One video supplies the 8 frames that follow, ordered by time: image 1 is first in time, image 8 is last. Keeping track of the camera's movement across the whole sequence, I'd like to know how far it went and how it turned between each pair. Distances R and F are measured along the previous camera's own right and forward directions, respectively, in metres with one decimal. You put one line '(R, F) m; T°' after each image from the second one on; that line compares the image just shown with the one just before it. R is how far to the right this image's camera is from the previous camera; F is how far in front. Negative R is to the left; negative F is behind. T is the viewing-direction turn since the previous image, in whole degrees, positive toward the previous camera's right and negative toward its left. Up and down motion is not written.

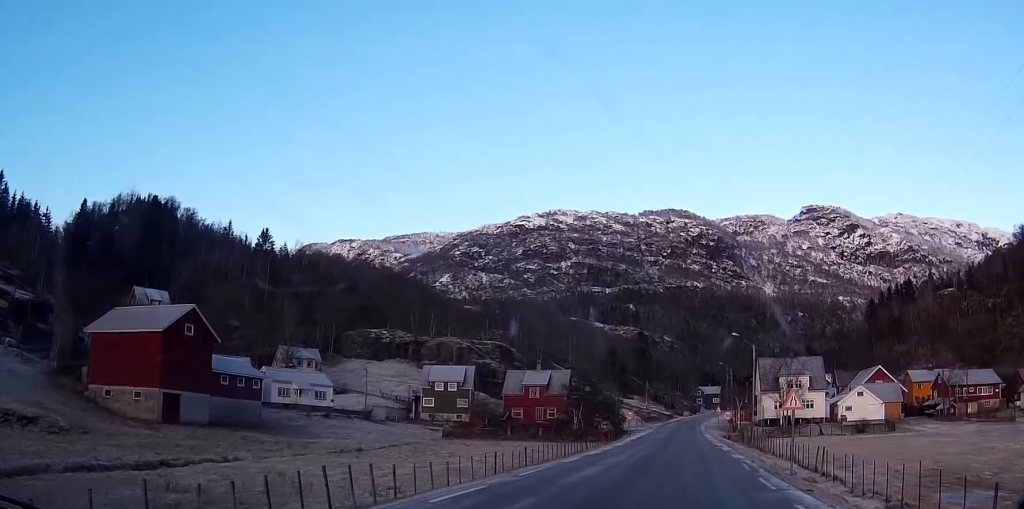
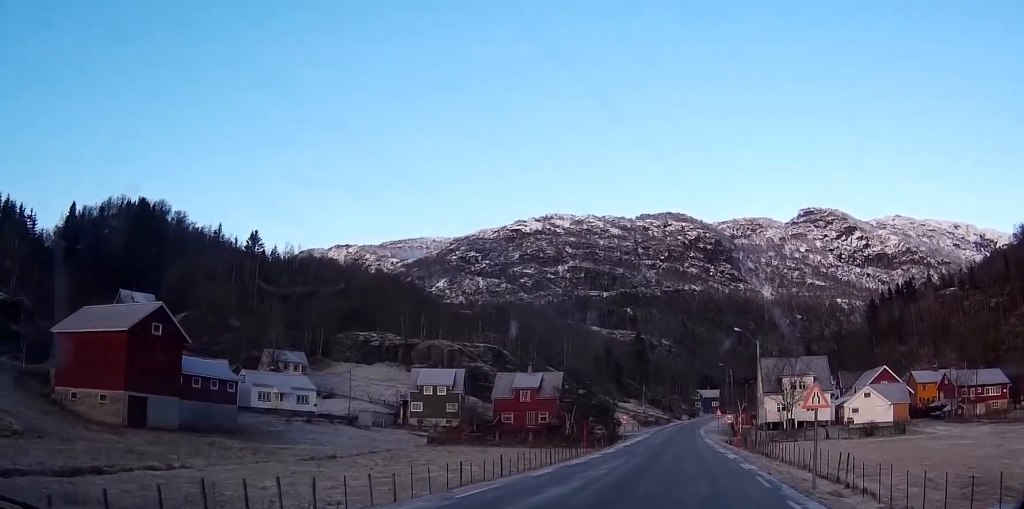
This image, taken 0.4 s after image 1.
(0.0, +4.9) m; 0°
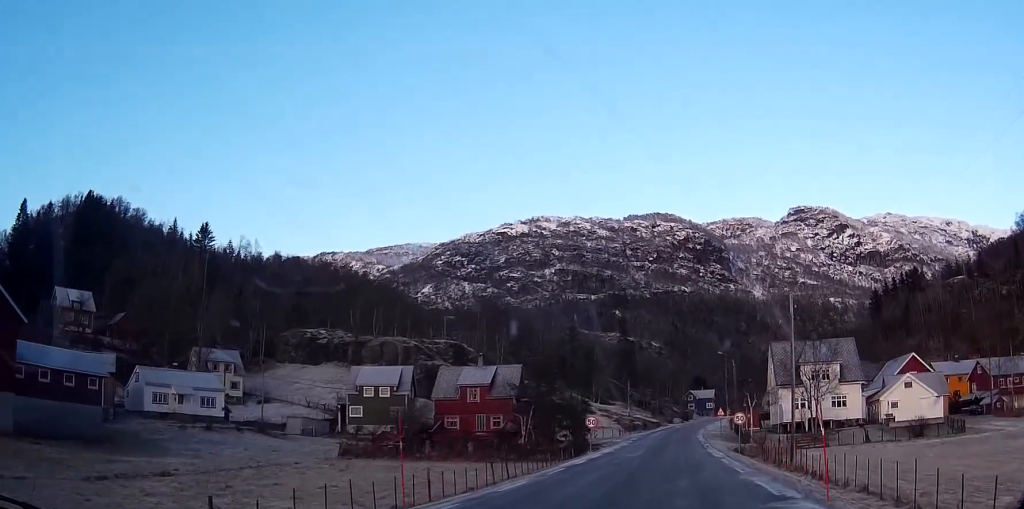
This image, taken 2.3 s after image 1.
(-0.1, +21.2) m; -1°
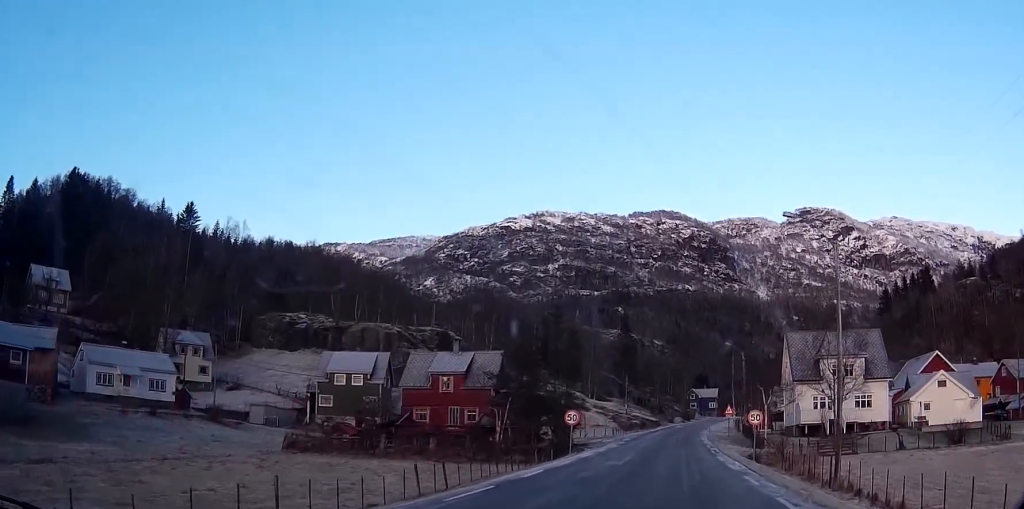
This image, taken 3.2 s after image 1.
(-0.1, +9.8) m; -1°
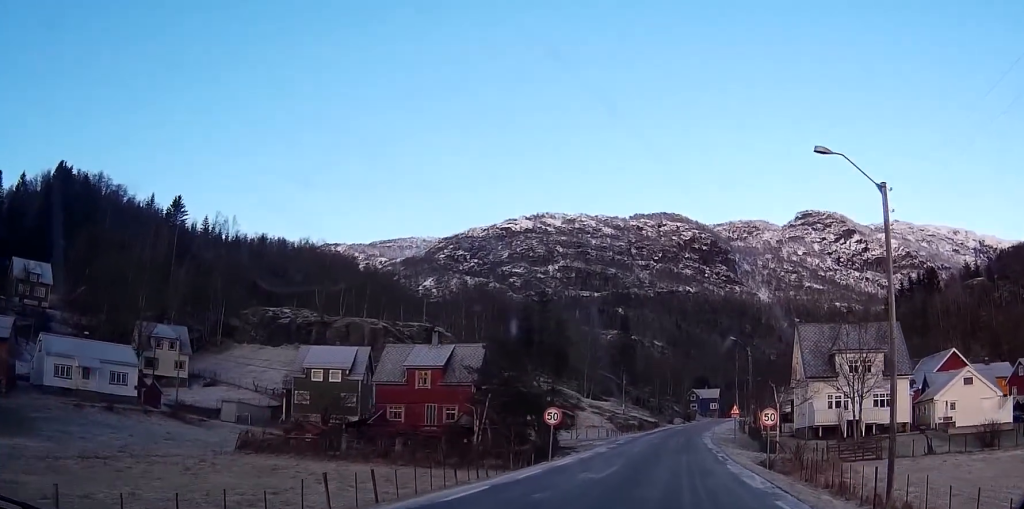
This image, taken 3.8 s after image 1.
(-0.2, +6.4) m; 0°
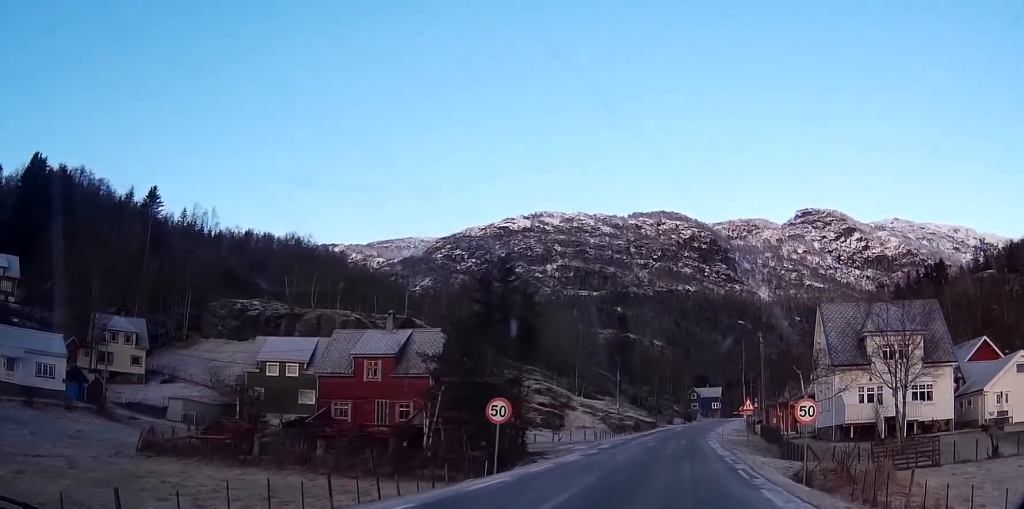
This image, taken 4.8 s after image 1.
(+0.3, +10.6) m; +2°
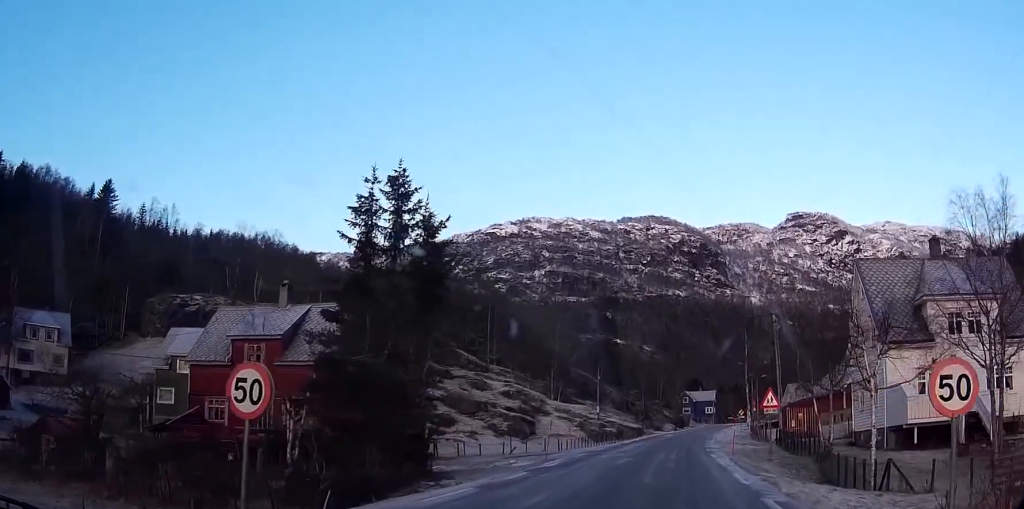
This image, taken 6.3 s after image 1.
(+0.3, +14.6) m; +1°
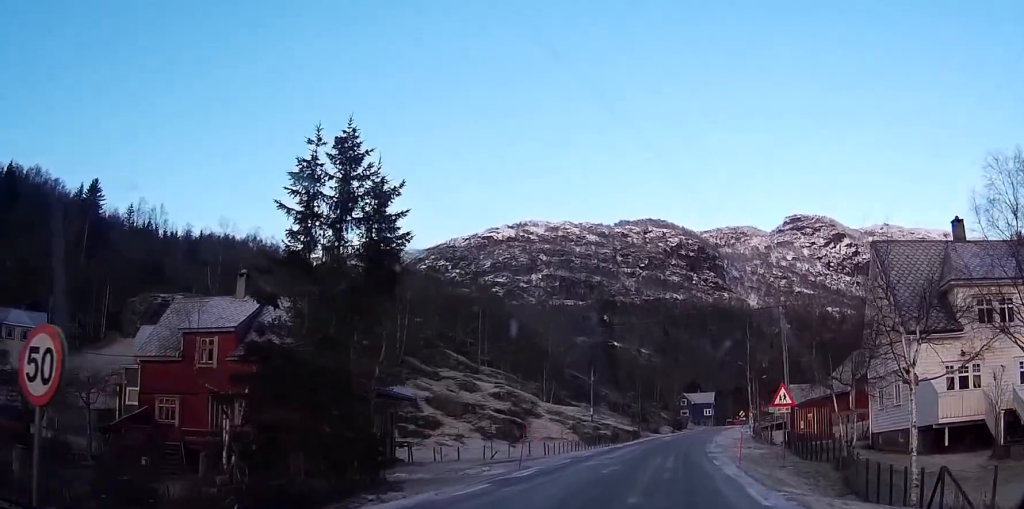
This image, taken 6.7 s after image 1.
(+0.1, +4.3) m; -1°
